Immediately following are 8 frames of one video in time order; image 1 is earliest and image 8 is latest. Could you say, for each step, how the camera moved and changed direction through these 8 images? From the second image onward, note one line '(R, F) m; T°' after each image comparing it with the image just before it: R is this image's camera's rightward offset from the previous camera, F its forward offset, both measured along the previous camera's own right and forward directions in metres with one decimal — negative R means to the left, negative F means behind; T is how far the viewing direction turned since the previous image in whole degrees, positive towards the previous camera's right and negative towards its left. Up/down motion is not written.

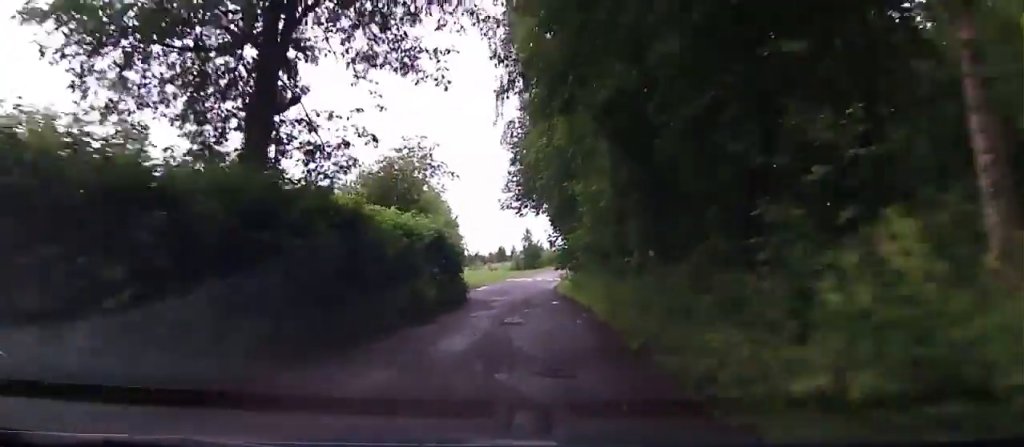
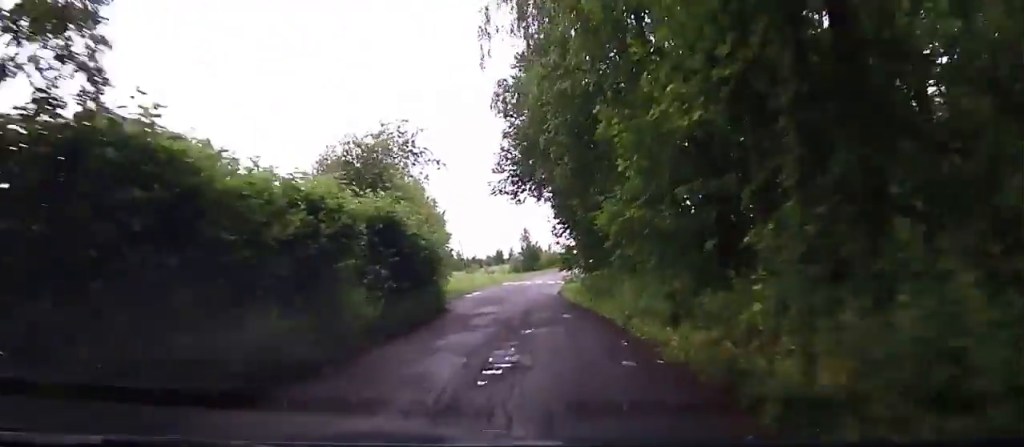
(-0.2, +5.7) m; -5°
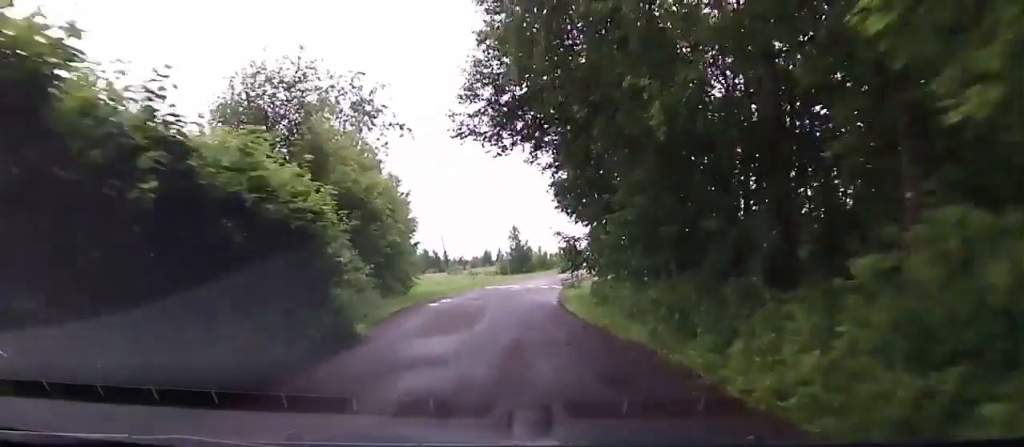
(-0.7, +8.9) m; -5°
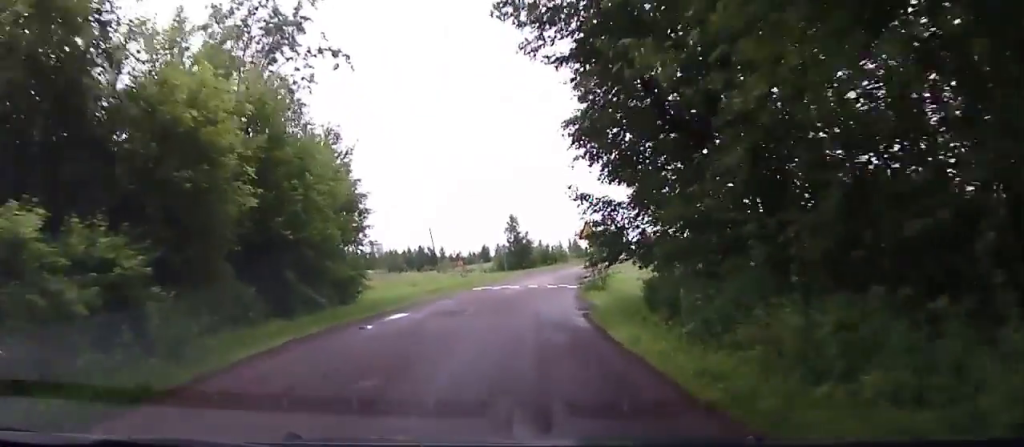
(-0.2, +9.9) m; +3°
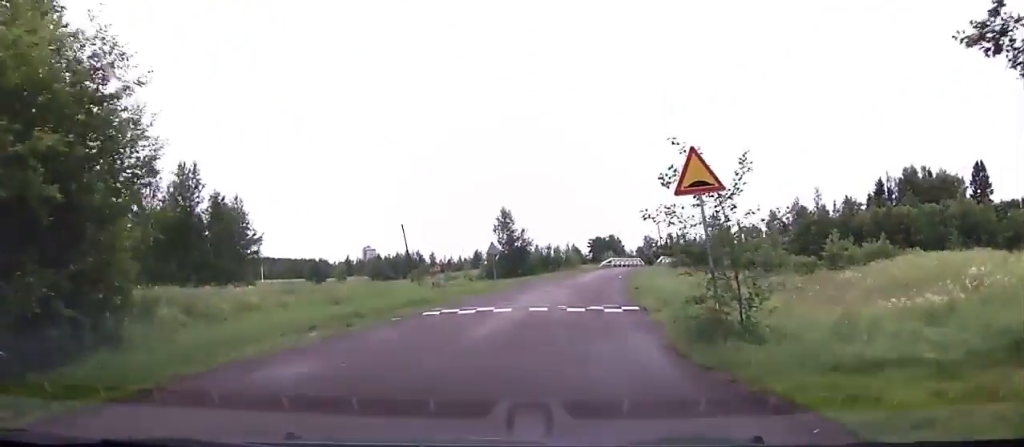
(+1.2, +15.9) m; +5°
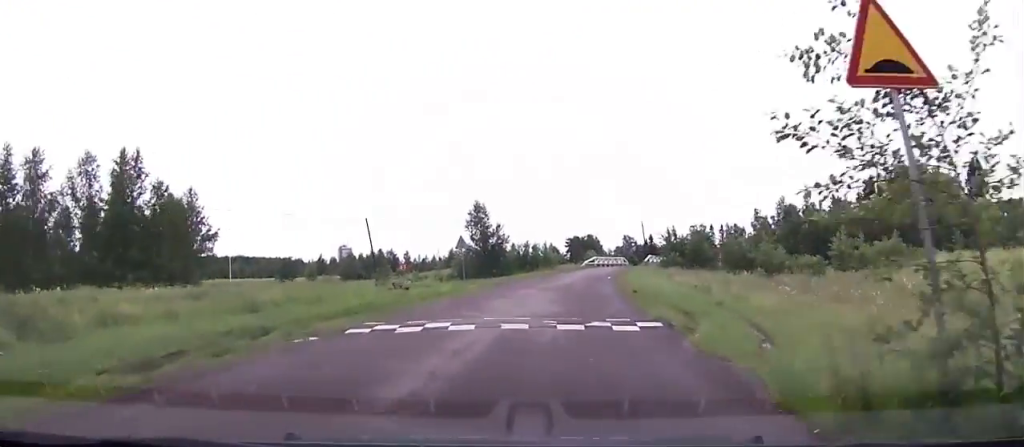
(0.0, +5.9) m; 0°
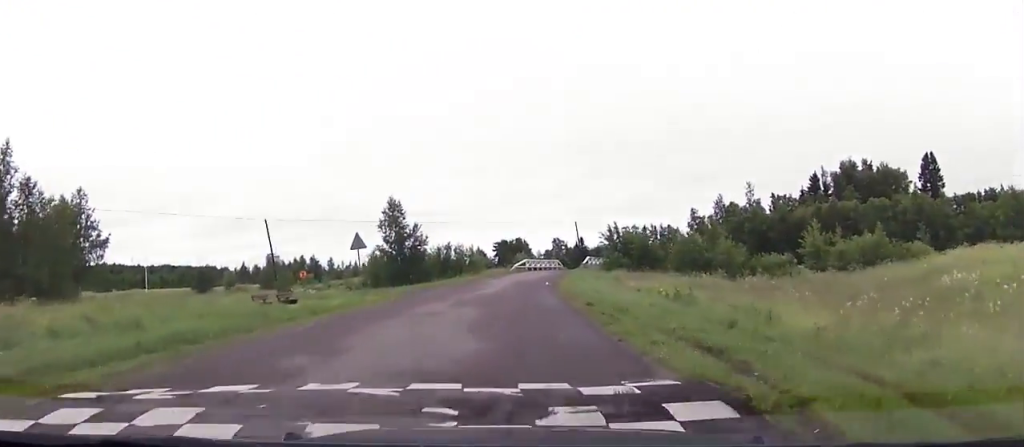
(0.0, +7.8) m; +3°
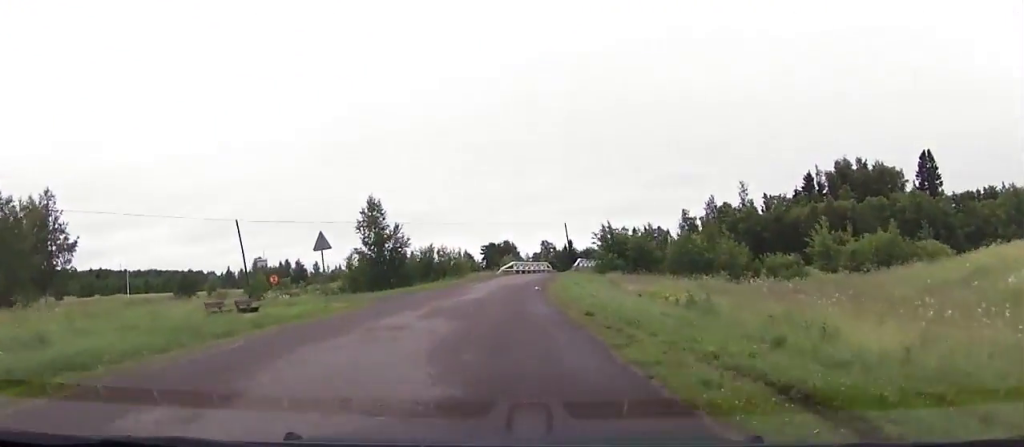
(-0.2, +4.2) m; +2°
